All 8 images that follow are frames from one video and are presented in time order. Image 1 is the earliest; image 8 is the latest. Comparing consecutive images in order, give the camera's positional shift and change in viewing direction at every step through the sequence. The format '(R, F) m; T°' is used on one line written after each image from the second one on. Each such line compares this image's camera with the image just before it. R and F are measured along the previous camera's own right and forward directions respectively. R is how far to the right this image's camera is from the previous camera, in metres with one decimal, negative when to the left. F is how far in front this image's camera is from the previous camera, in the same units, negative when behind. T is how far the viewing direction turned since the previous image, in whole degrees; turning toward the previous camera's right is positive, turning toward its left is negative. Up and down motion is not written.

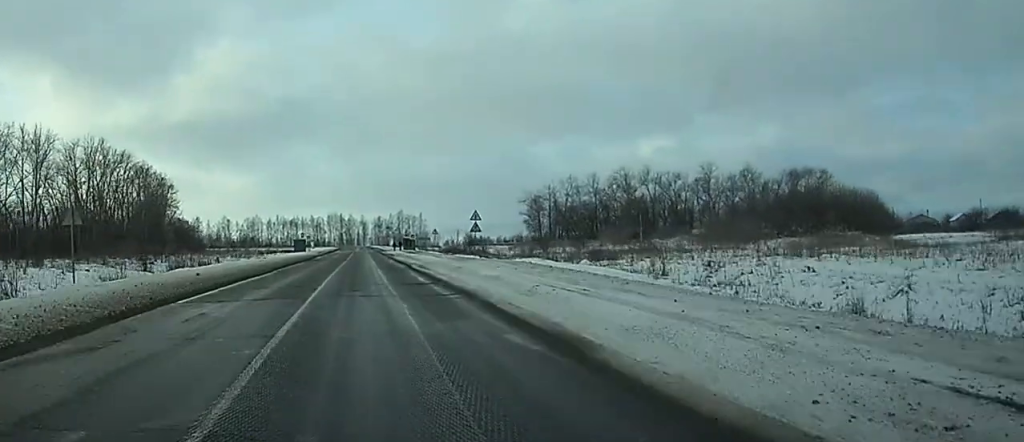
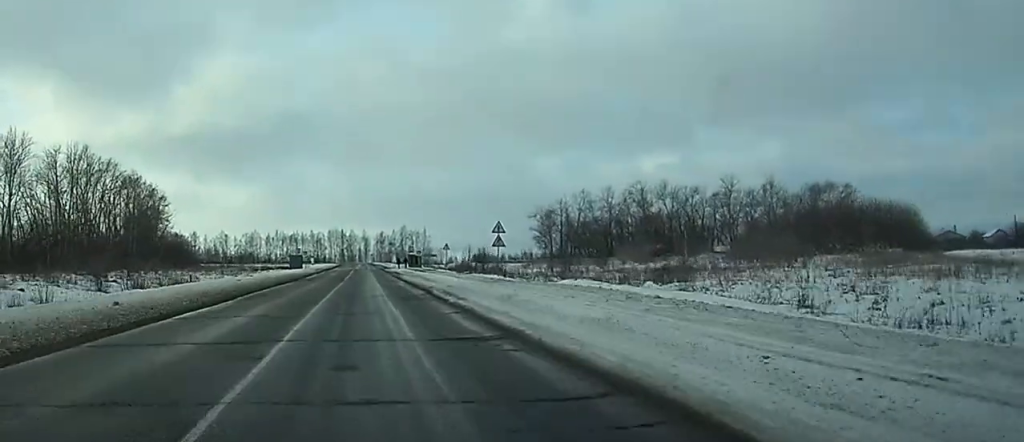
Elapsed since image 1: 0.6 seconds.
(+0.1, +12.9) m; +1°
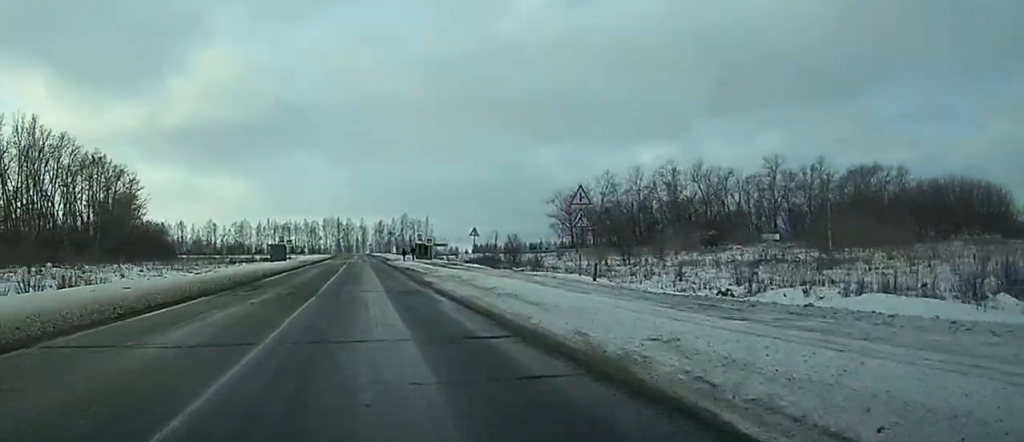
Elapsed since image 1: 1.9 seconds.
(+0.3, +27.2) m; +1°
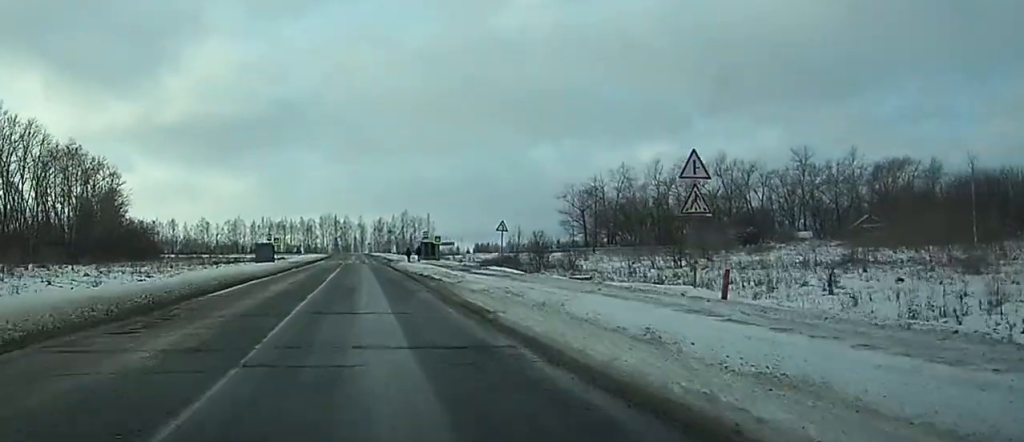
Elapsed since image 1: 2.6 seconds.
(0.0, +15.0) m; 0°
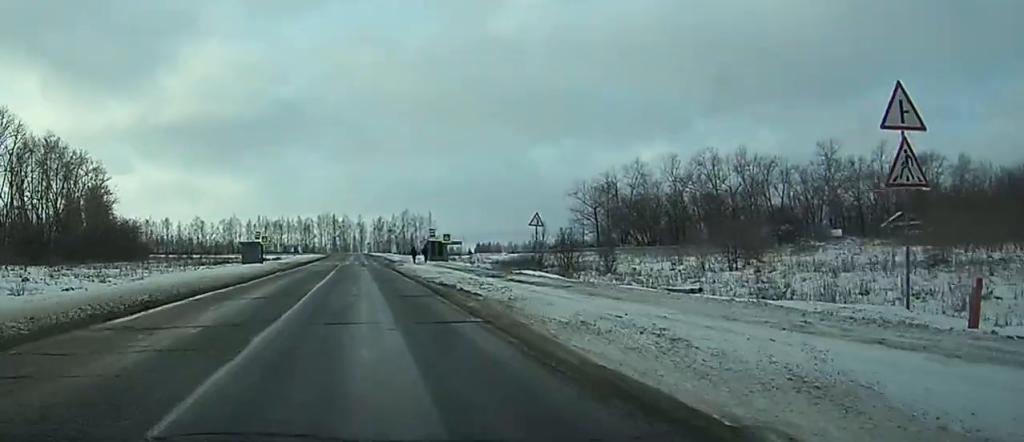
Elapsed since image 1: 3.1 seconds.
(0.0, +11.4) m; 0°
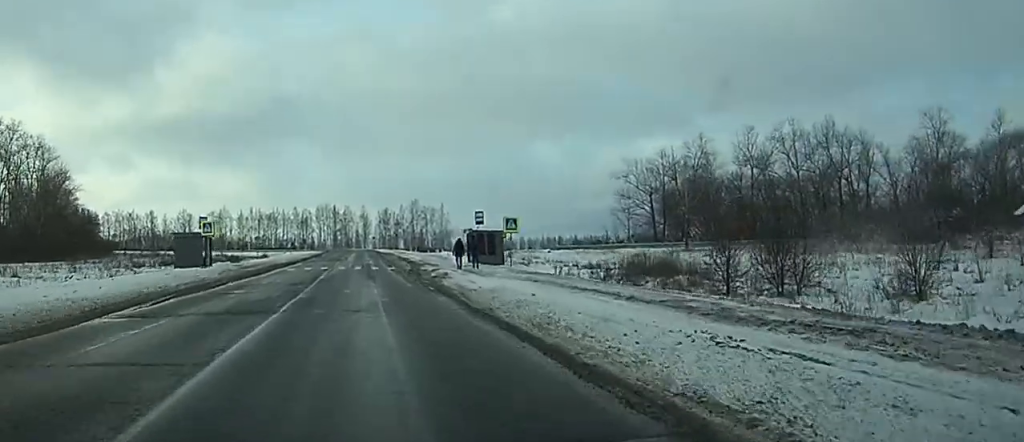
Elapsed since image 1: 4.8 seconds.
(+0.7, +35.5) m; +2°
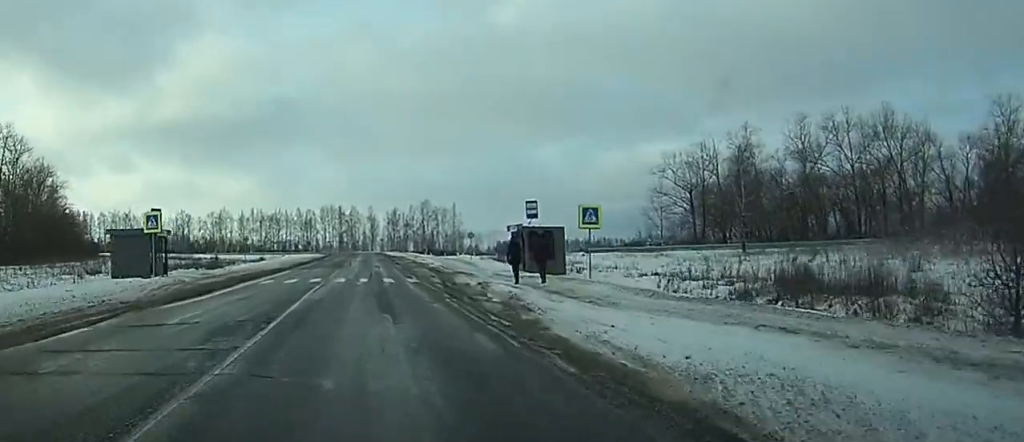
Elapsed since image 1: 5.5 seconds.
(+0.1, +16.3) m; 0°
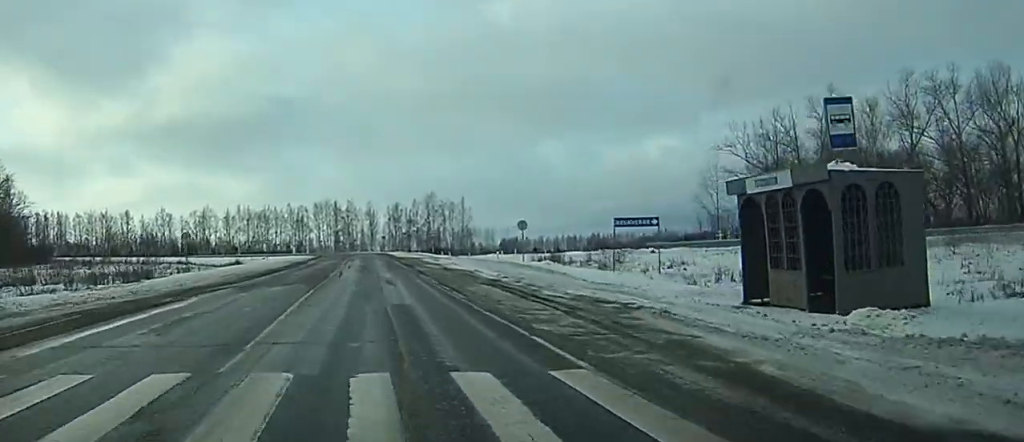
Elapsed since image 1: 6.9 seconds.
(-0.5, +29.0) m; -2°
